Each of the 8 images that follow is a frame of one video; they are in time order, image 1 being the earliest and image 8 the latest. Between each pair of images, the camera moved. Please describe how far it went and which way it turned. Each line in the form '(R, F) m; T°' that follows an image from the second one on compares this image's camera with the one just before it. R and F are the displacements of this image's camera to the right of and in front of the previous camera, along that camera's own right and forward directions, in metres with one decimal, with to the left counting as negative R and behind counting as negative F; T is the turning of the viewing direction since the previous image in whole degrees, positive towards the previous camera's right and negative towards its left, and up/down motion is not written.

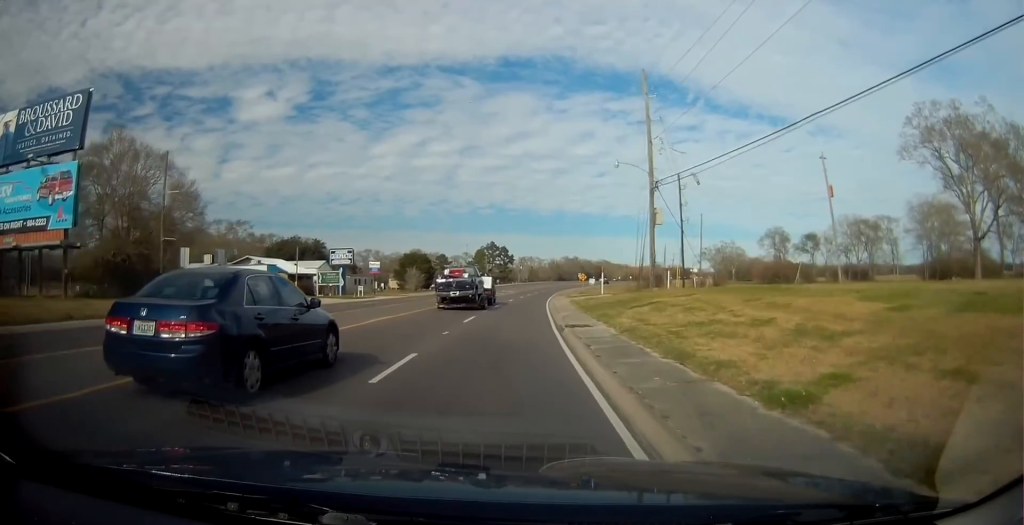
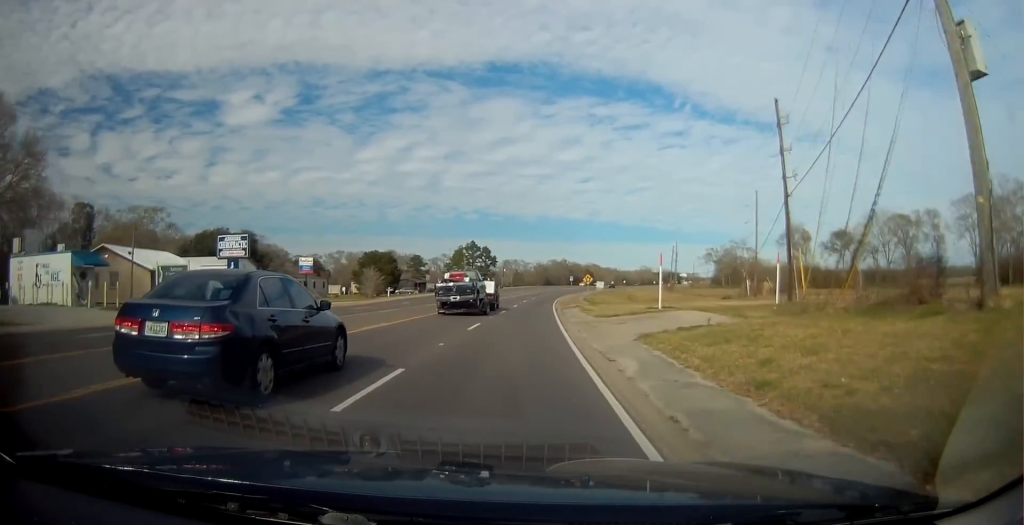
(+1.2, +26.3) m; +2°
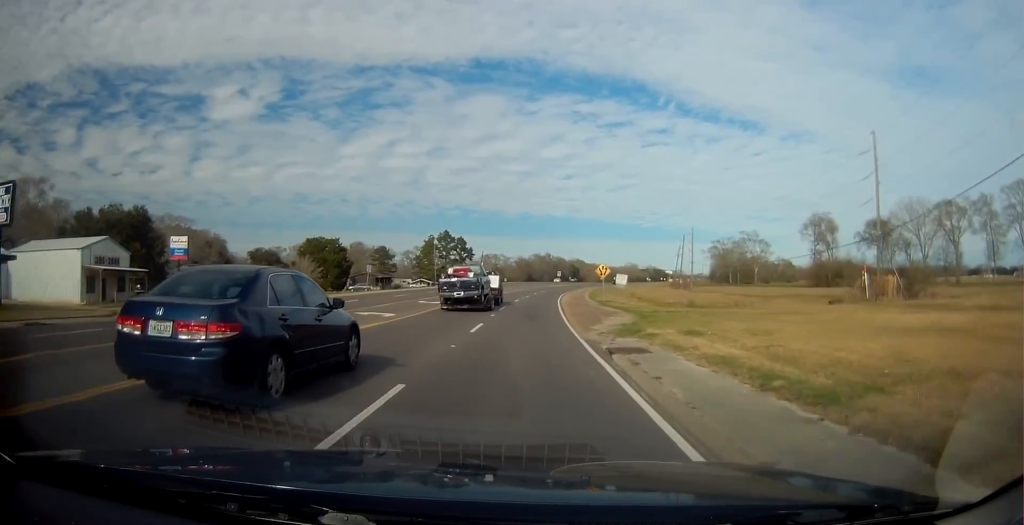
(-0.4, +26.5) m; +1°
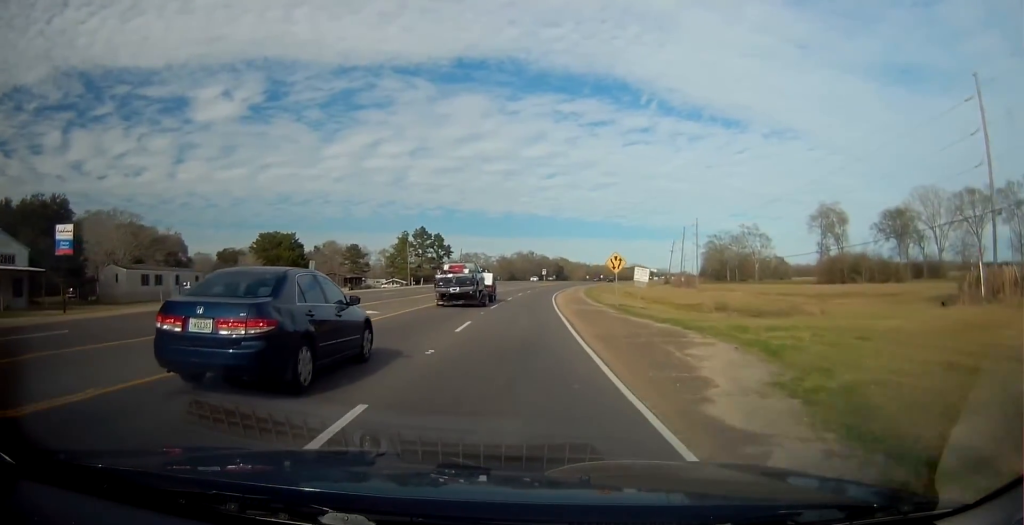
(+0.4, +14.3) m; +2°
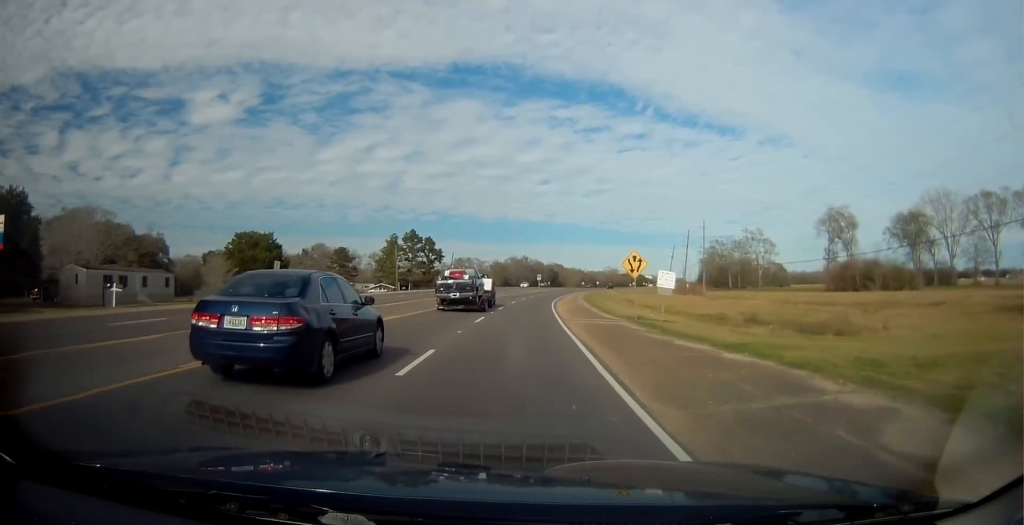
(+0.1, +7.2) m; +1°
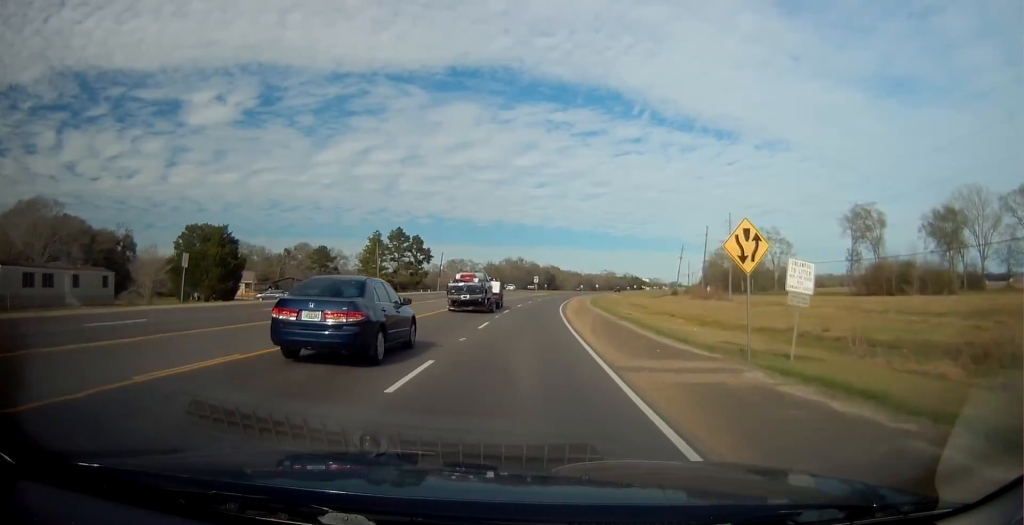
(+0.1, +14.5) m; +1°
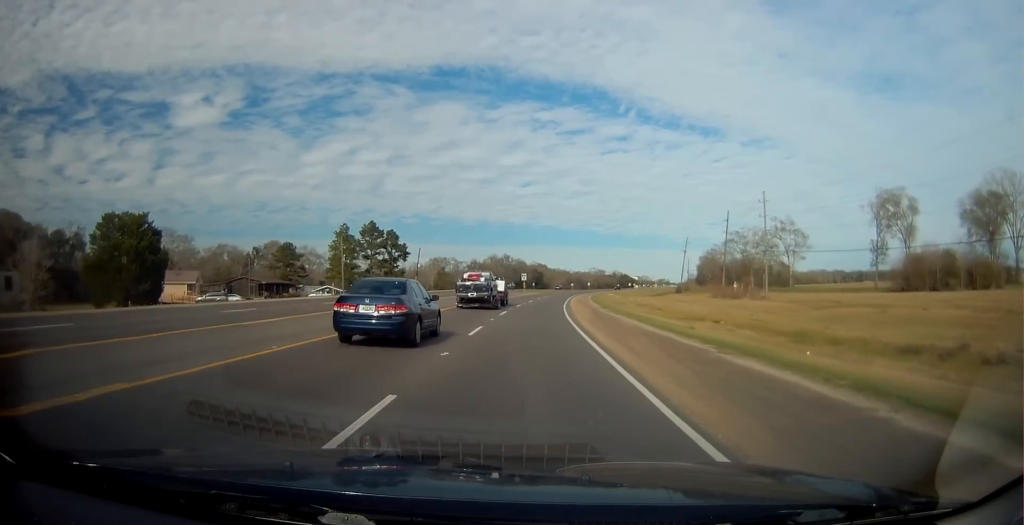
(+0.1, +16.4) m; +1°
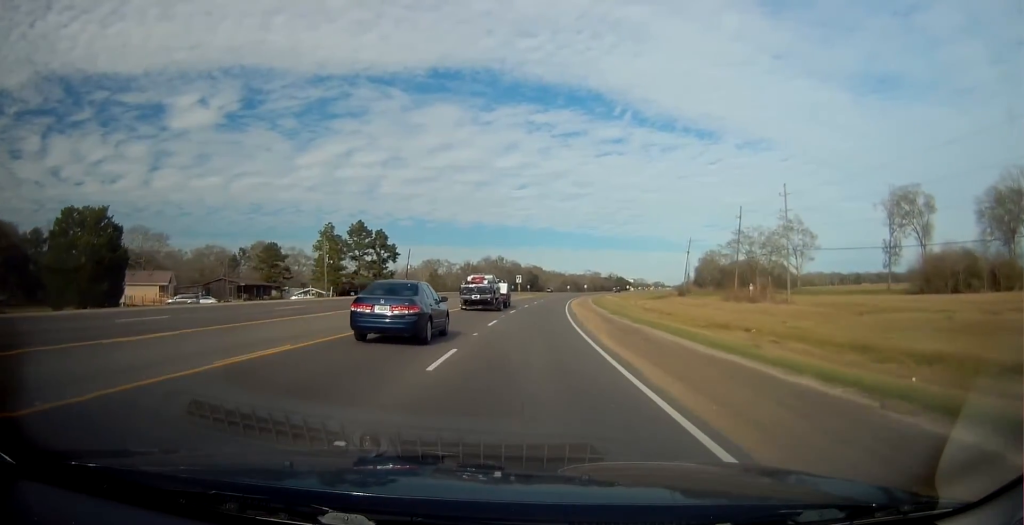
(0.0, +6.7) m; +1°
